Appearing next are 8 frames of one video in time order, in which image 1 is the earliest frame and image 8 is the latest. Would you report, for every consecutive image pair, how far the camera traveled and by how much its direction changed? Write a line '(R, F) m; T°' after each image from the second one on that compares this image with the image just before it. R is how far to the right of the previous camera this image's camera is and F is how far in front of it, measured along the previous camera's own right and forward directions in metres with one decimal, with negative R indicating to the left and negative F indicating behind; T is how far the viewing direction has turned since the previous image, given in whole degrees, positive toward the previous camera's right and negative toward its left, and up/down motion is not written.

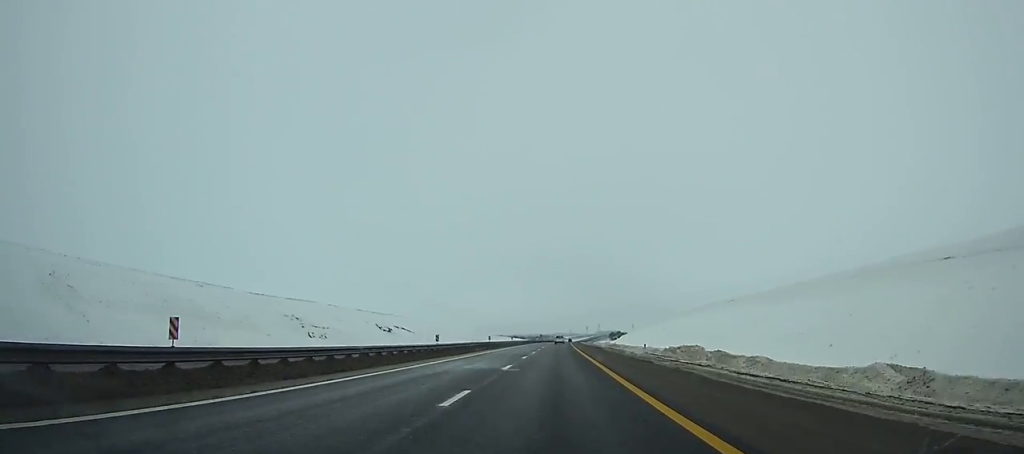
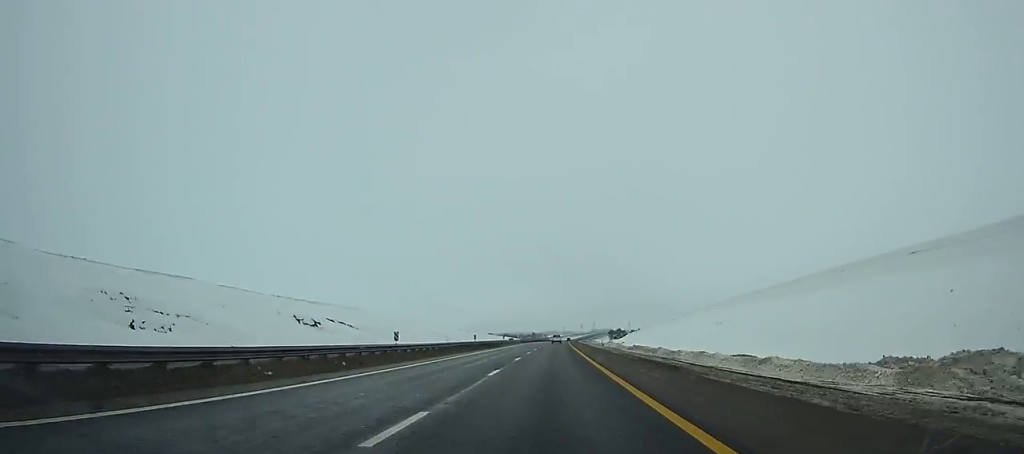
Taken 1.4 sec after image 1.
(+0.3, +38.0) m; 0°
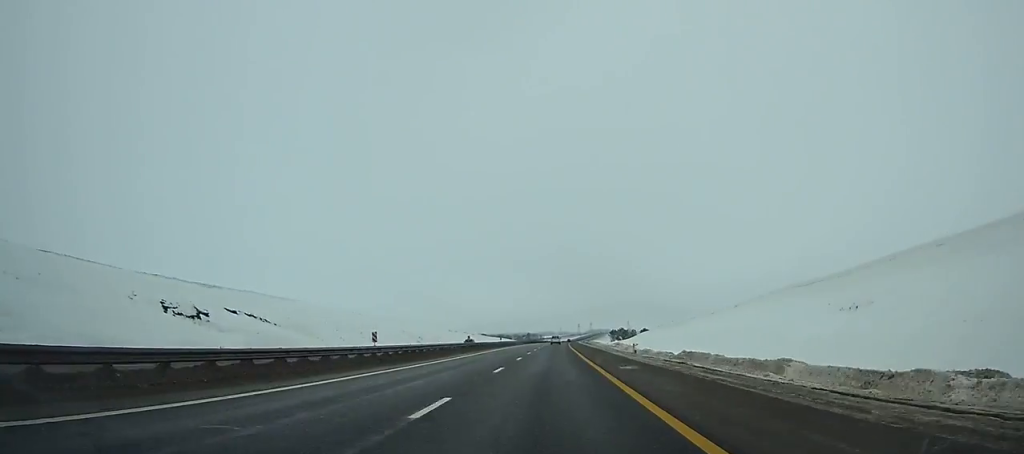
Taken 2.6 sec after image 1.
(+0.1, +32.7) m; 0°
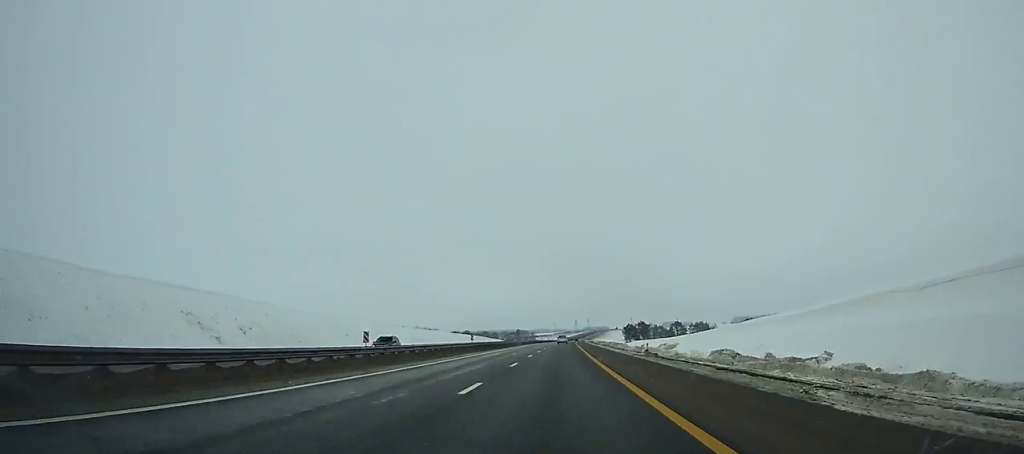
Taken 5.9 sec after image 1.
(+0.4, +90.3) m; +1°
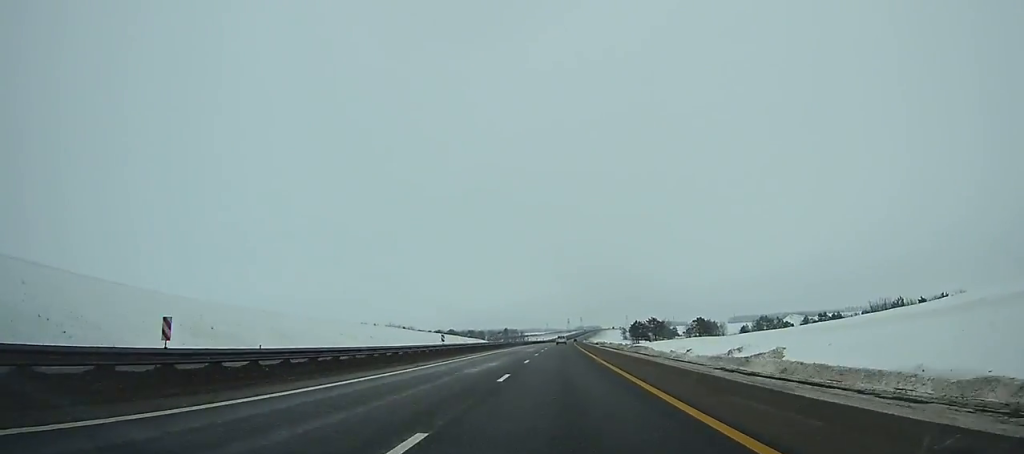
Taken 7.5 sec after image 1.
(+0.4, +44.1) m; +1°
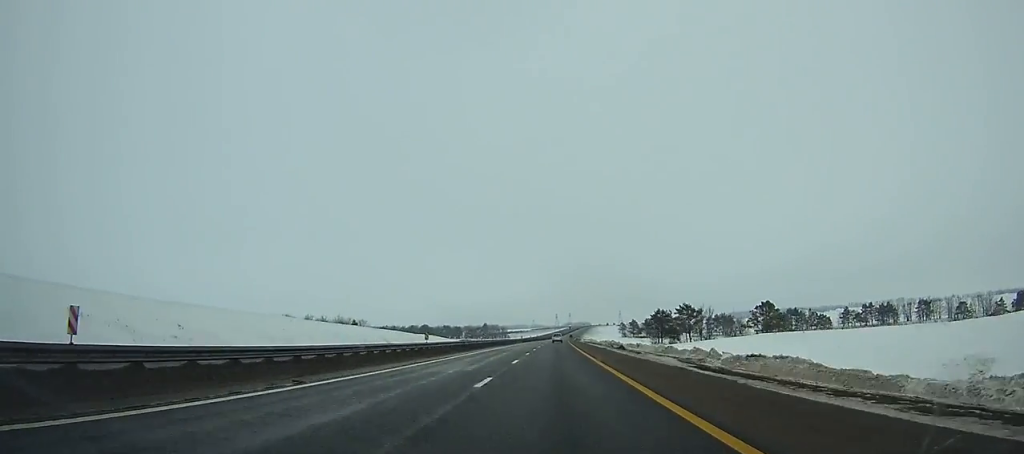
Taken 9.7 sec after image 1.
(+0.4, +60.6) m; +1°
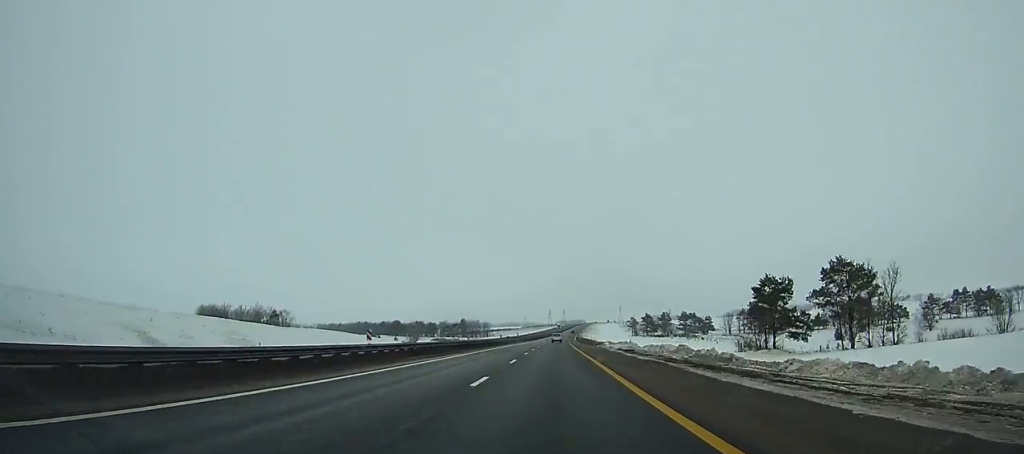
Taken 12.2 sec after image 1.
(+0.6, +68.9) m; +1°
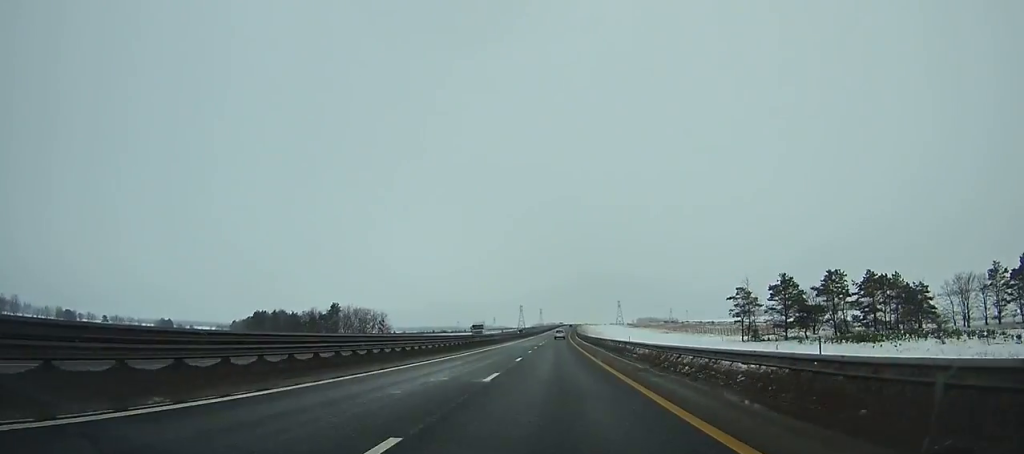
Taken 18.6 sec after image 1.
(+3.8, +176.1) m; +3°
